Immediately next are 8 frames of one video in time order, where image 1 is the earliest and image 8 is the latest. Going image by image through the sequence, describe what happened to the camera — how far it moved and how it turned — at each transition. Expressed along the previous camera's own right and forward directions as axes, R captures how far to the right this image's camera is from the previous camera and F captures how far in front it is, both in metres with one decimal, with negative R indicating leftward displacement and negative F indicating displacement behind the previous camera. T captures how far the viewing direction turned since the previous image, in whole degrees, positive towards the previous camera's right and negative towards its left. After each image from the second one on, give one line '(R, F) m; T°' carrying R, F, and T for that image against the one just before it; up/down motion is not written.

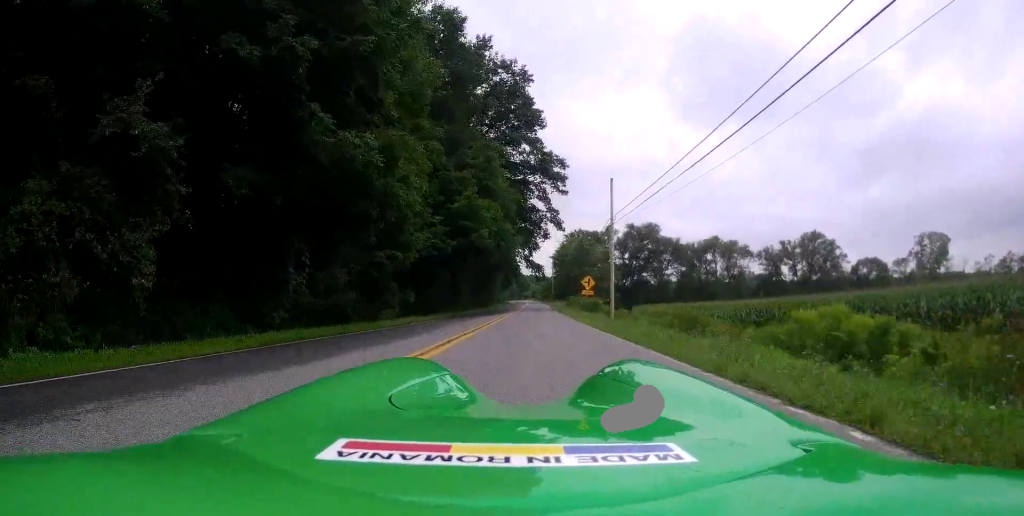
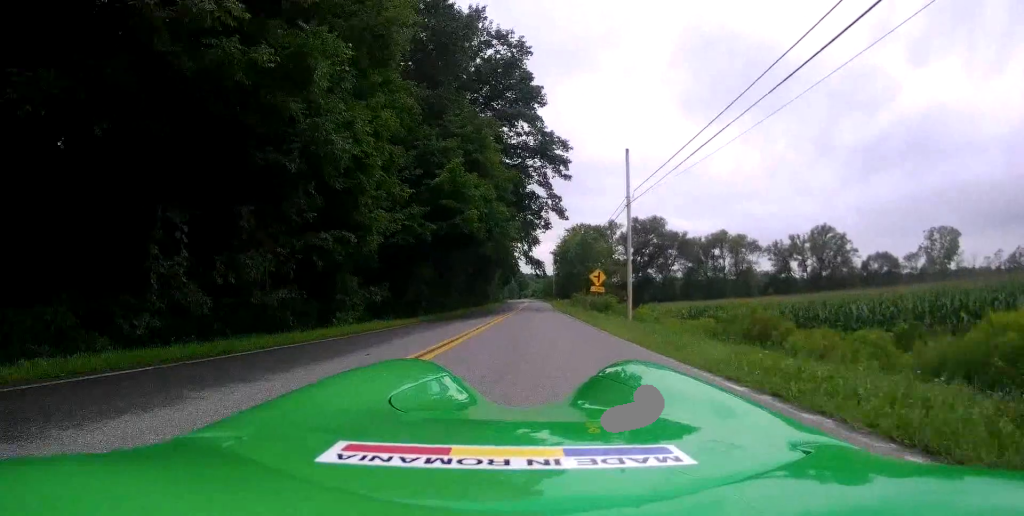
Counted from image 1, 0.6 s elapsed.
(0.0, +6.2) m; 0°
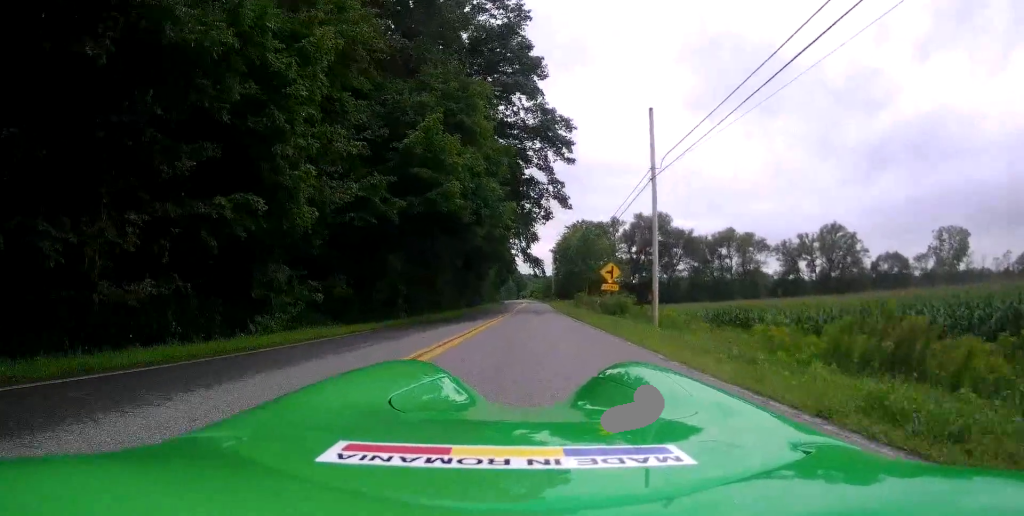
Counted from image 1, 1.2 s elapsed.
(0.0, +6.6) m; 0°
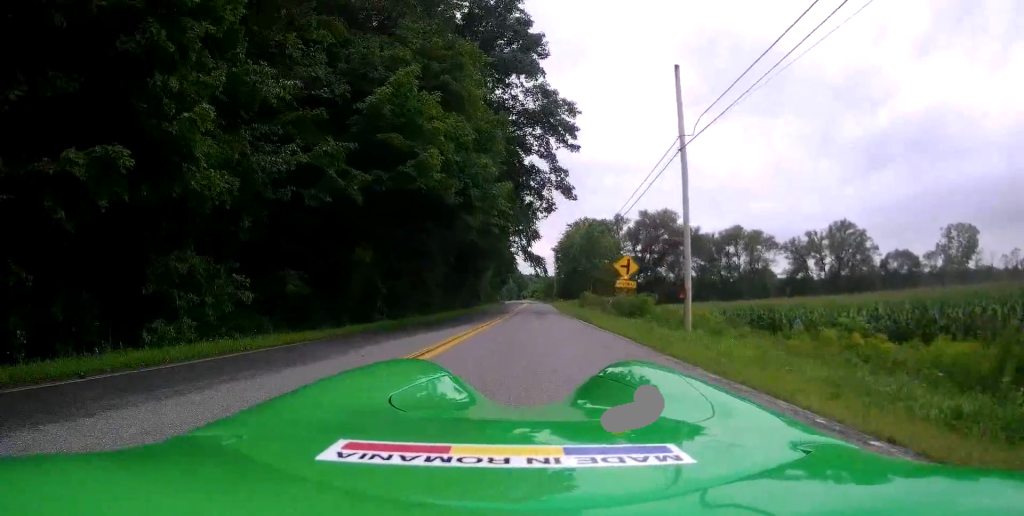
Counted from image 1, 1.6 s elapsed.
(0.0, +4.4) m; 0°
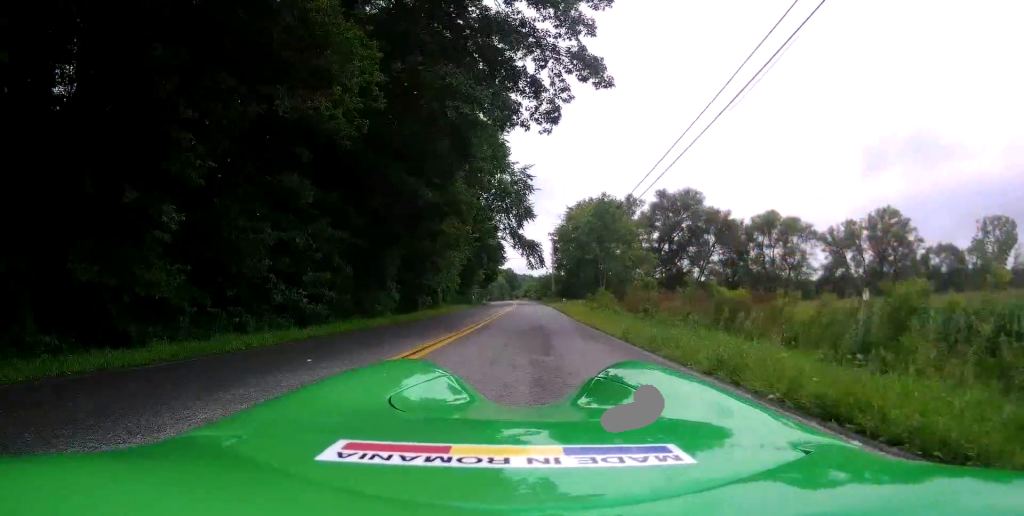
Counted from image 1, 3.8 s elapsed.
(0.0, +22.0) m; 0°
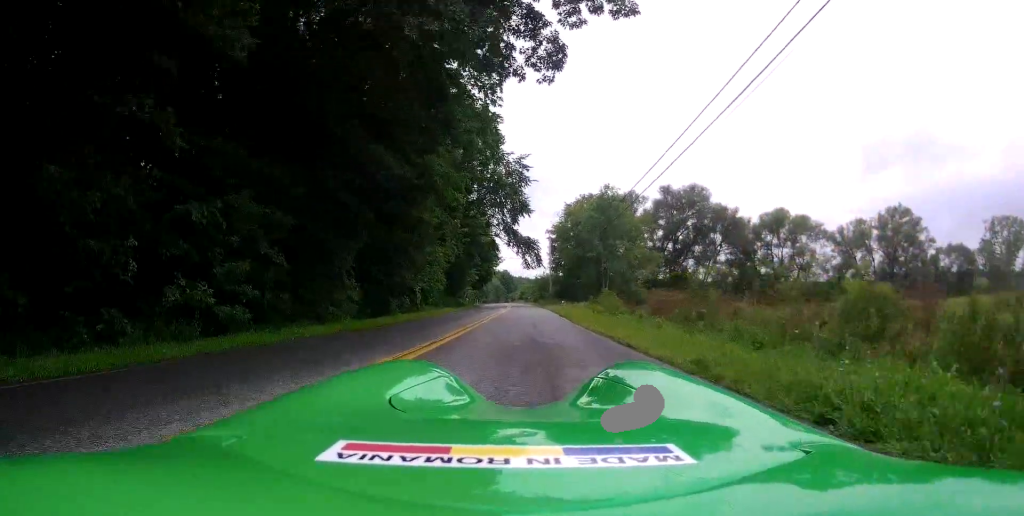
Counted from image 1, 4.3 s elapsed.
(0.0, +5.6) m; 0°
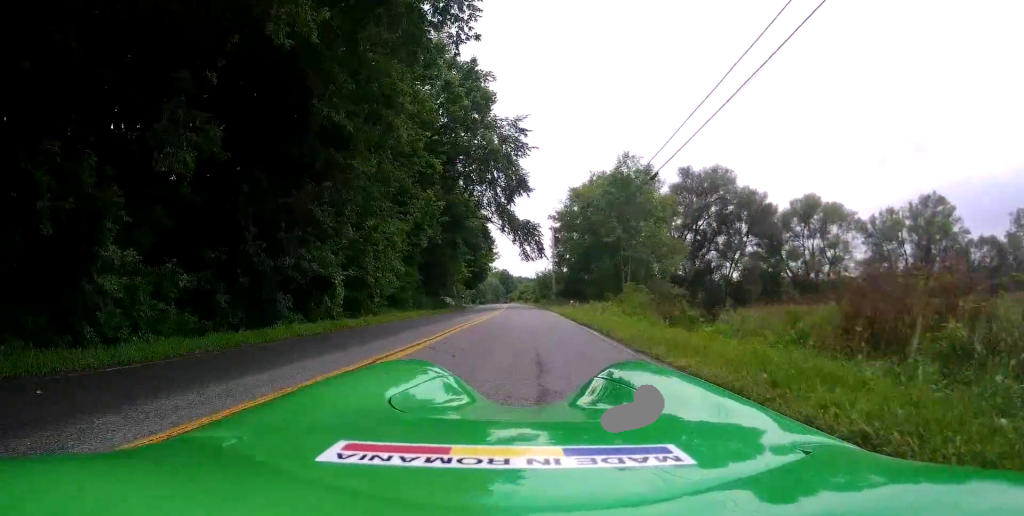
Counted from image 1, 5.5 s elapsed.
(0.0, +11.7) m; 0°
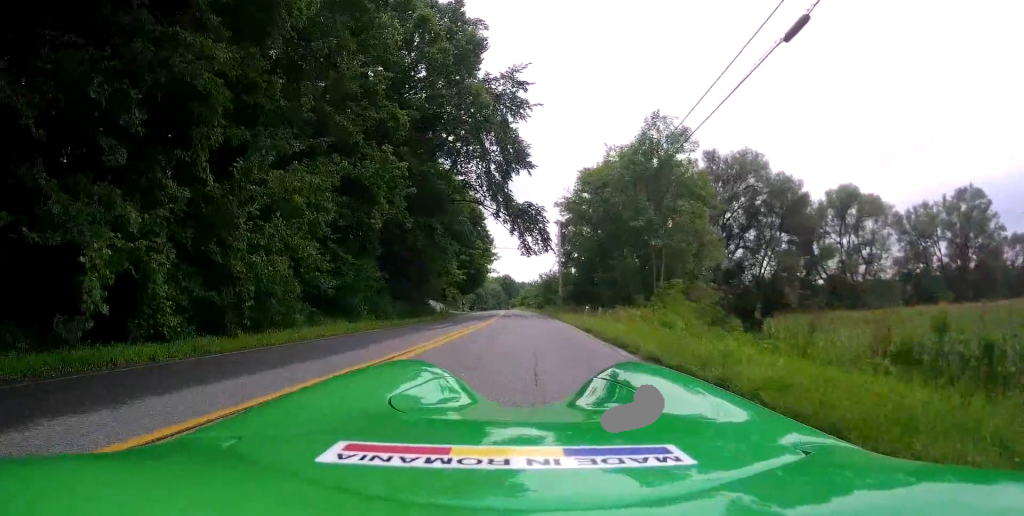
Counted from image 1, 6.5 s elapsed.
(0.0, +10.3) m; -1°
